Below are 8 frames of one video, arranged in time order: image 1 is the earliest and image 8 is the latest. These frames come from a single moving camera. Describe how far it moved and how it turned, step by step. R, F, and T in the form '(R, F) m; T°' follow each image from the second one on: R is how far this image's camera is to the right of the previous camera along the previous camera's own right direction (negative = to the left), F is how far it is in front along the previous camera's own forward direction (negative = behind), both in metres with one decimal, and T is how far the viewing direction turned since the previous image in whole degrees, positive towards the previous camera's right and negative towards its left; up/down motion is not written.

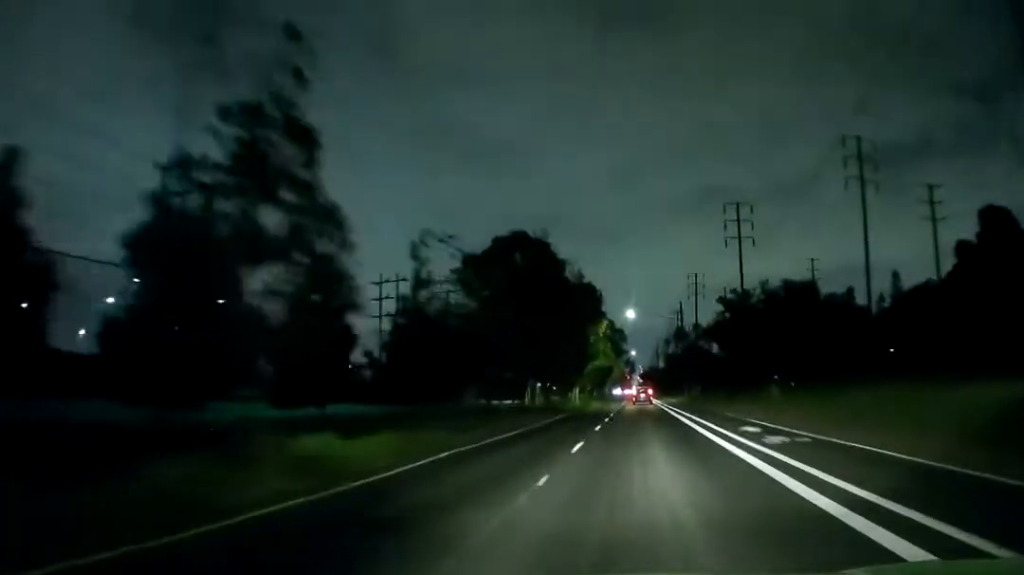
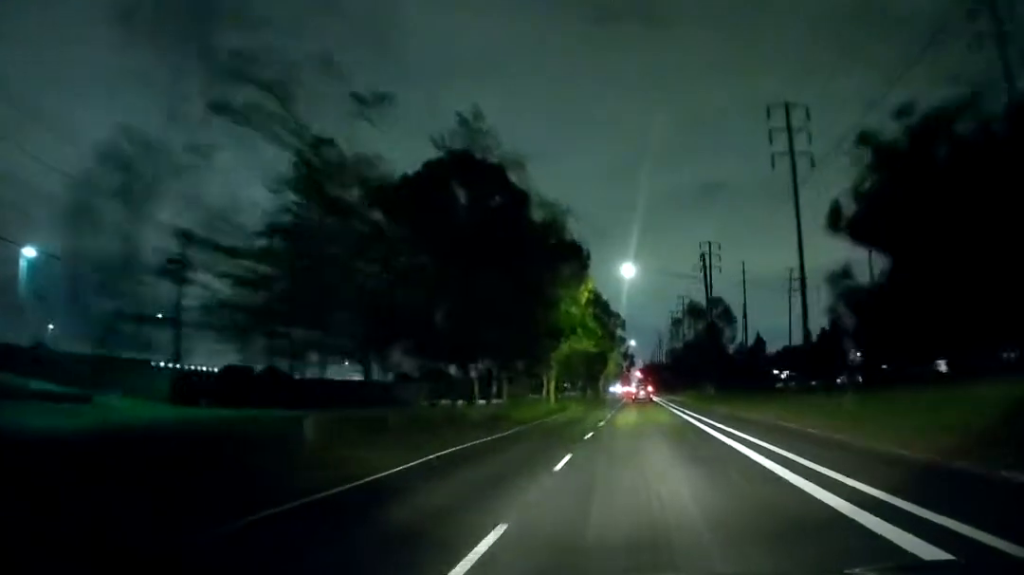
(+0.1, +27.6) m; 0°
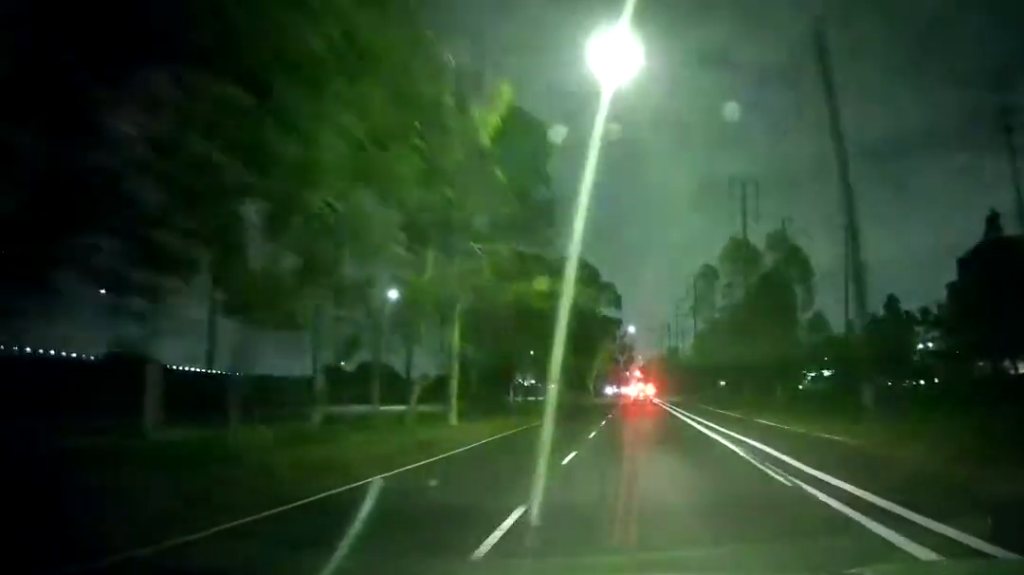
(+0.1, +35.7) m; 0°
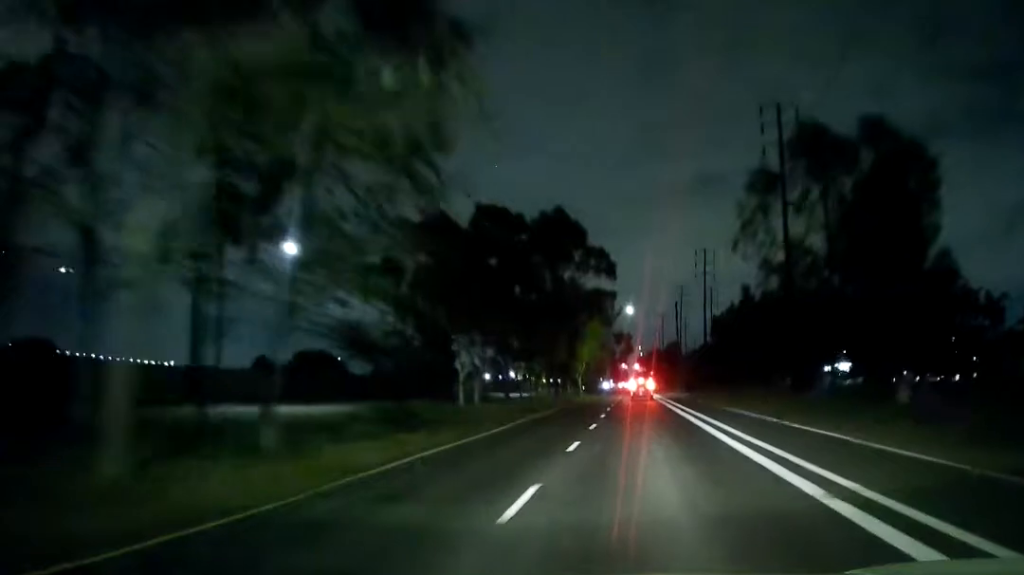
(0.0, +19.7) m; 0°
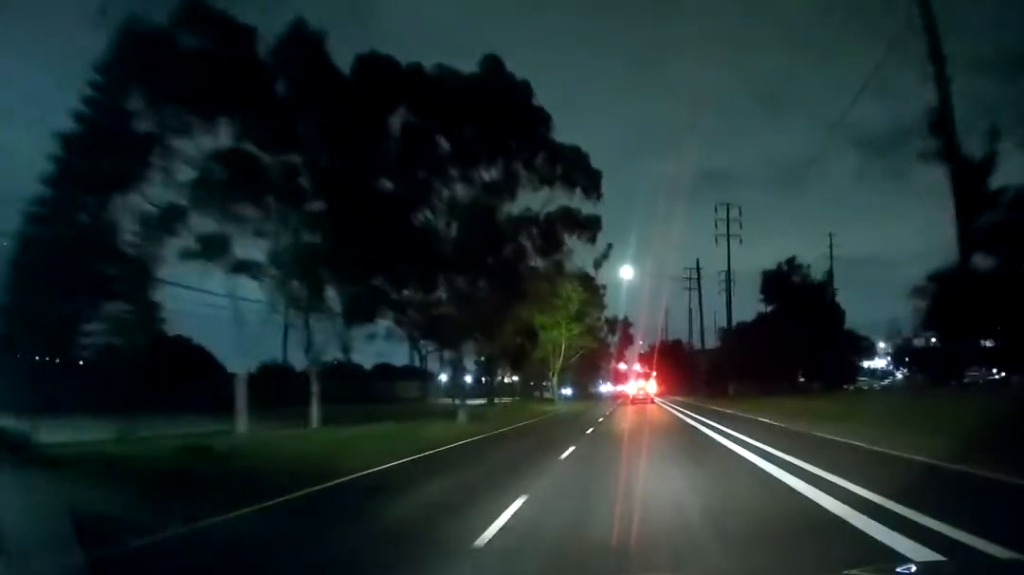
(-0.1, +29.2) m; -1°
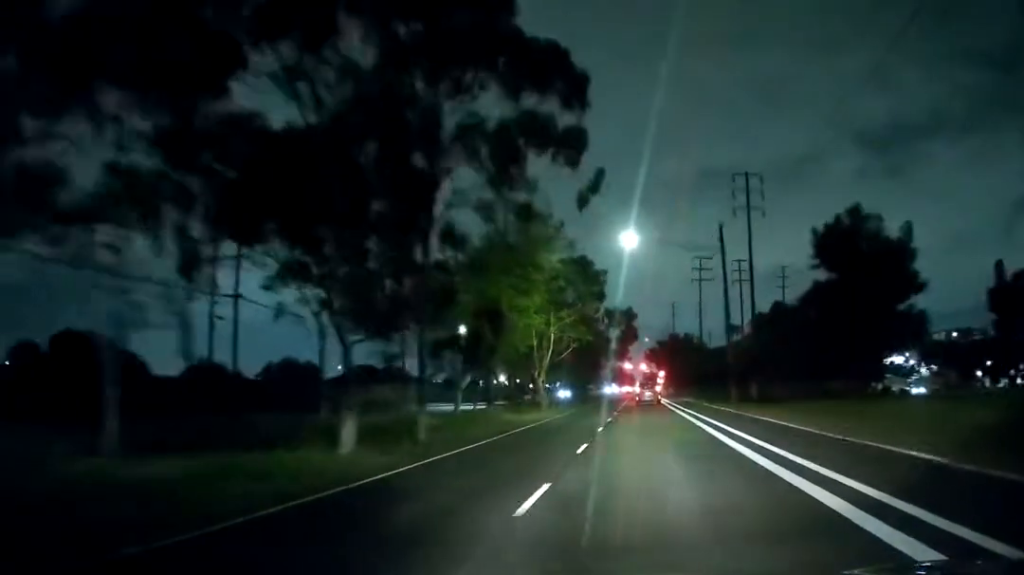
(-0.1, +13.1) m; -1°
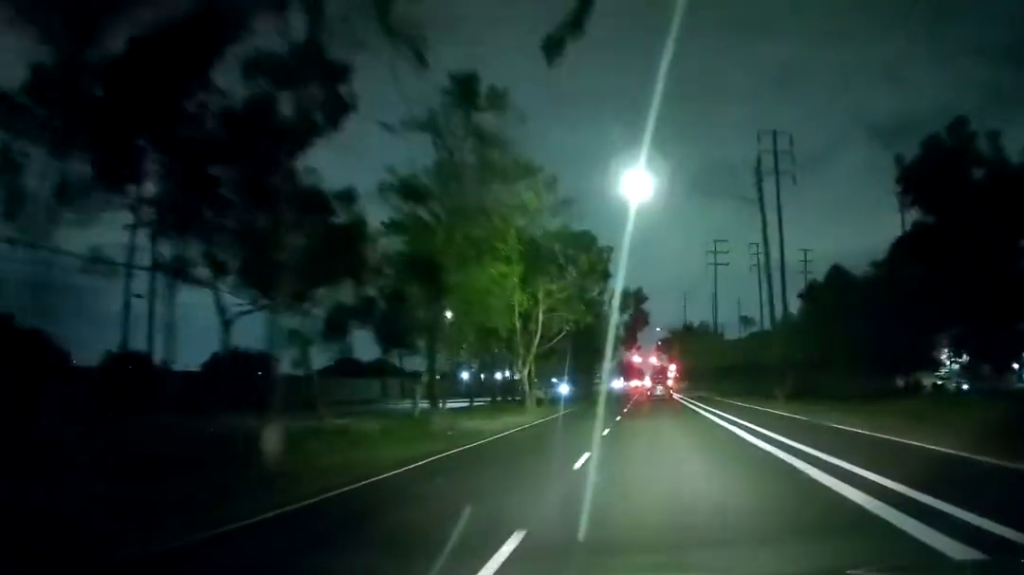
(-0.1, +10.5) m; 0°
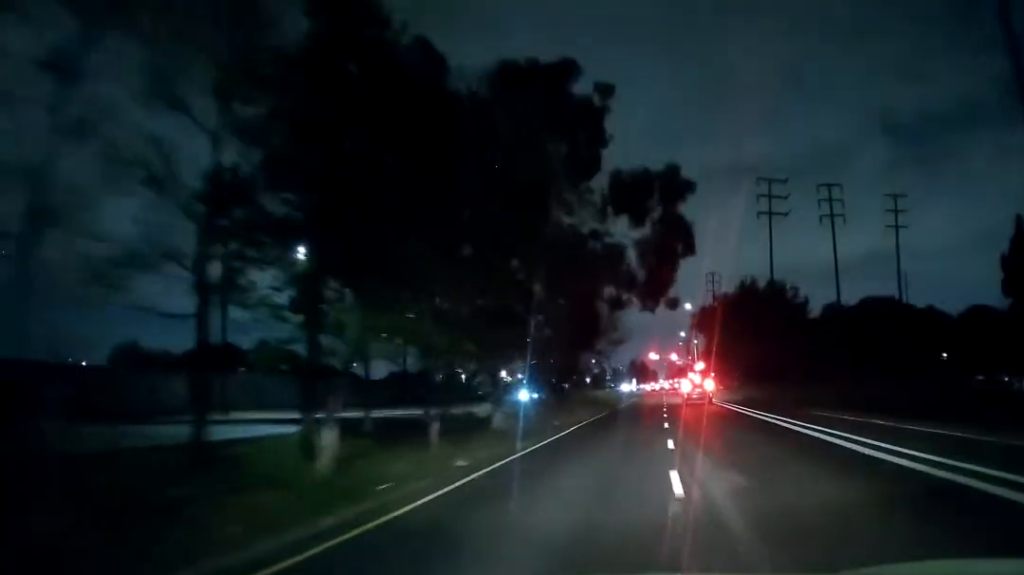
(+0.1, +39.5) m; 0°
